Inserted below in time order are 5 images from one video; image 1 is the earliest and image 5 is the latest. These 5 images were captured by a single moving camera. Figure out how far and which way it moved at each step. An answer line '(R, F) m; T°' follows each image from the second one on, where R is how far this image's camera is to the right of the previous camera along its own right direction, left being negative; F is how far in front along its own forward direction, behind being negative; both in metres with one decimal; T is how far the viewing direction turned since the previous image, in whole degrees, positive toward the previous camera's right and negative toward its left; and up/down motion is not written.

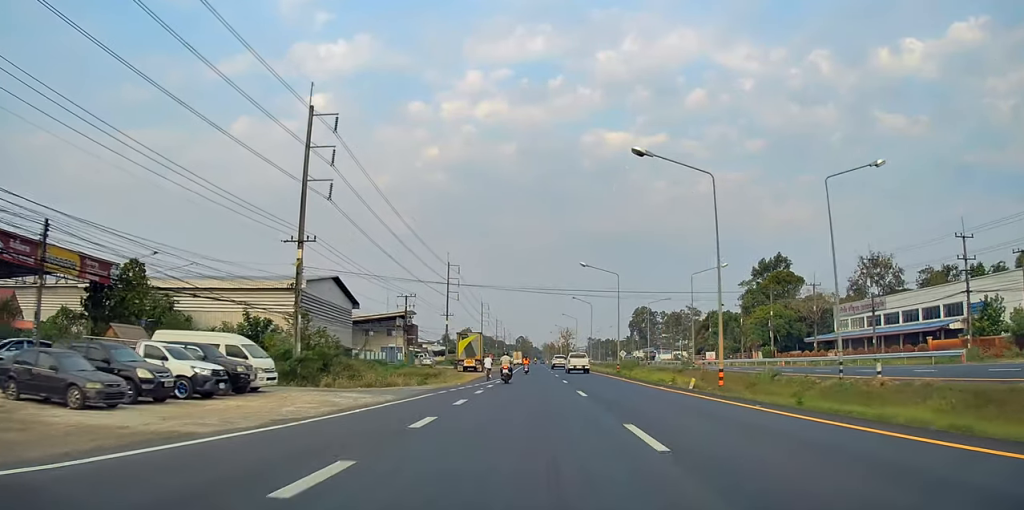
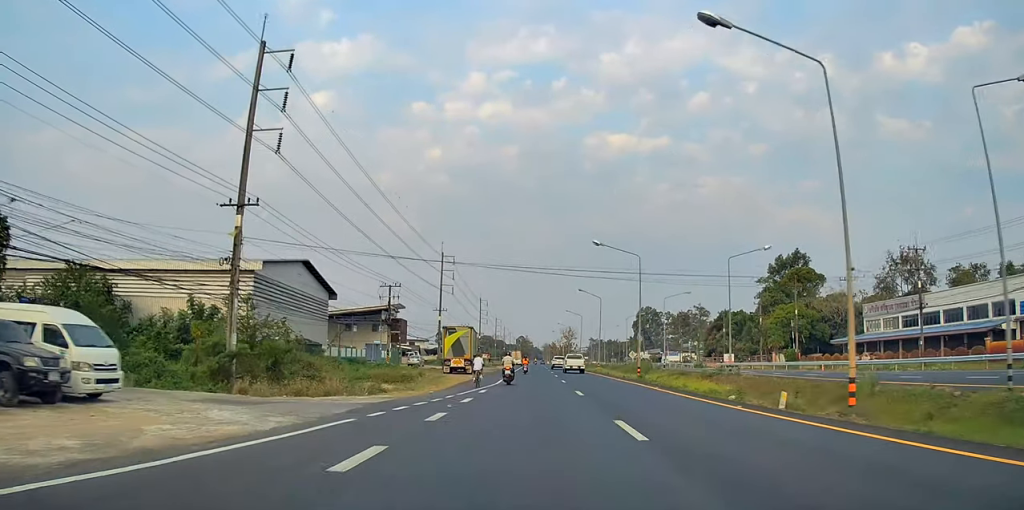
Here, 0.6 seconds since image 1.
(0.0, +10.3) m; 0°
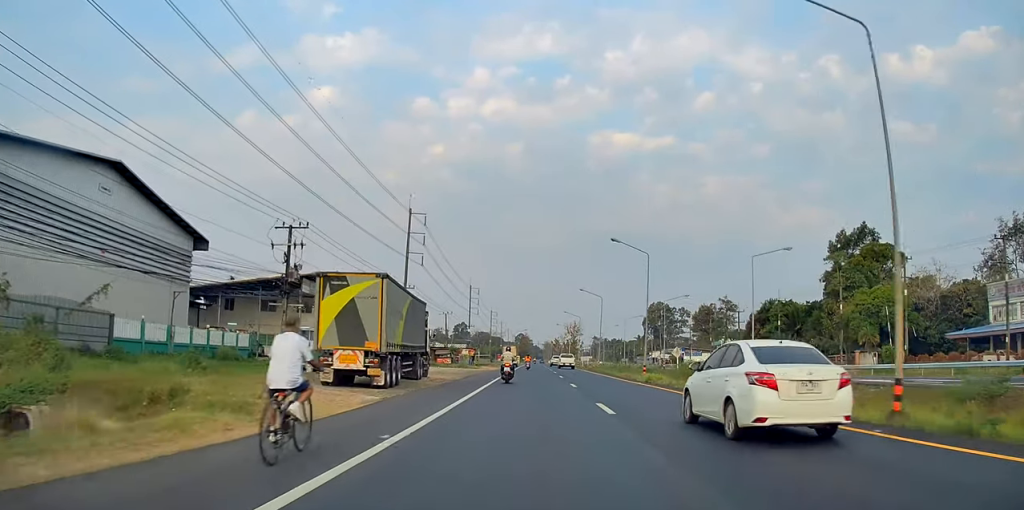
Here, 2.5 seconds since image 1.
(-0.2, +32.4) m; 0°
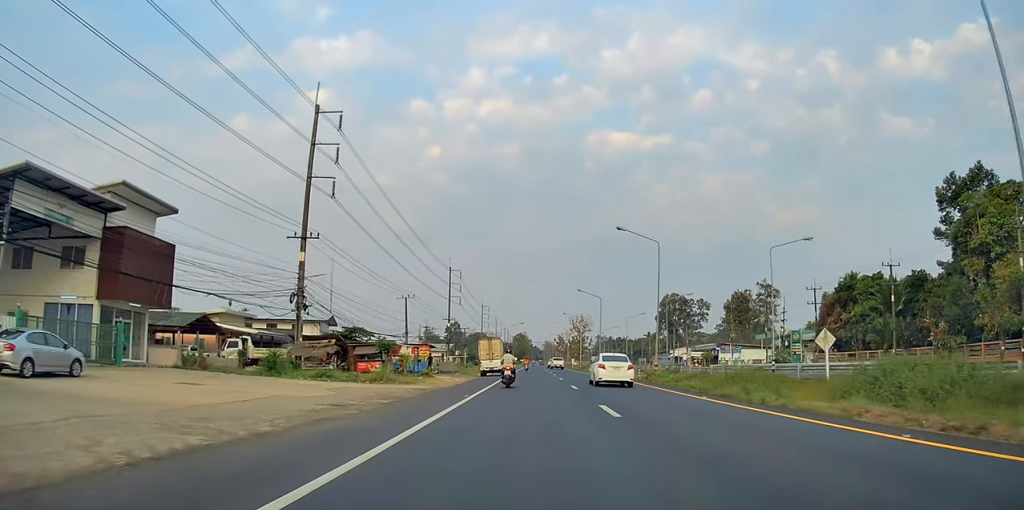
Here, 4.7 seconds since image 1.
(+0.1, +37.1) m; -1°
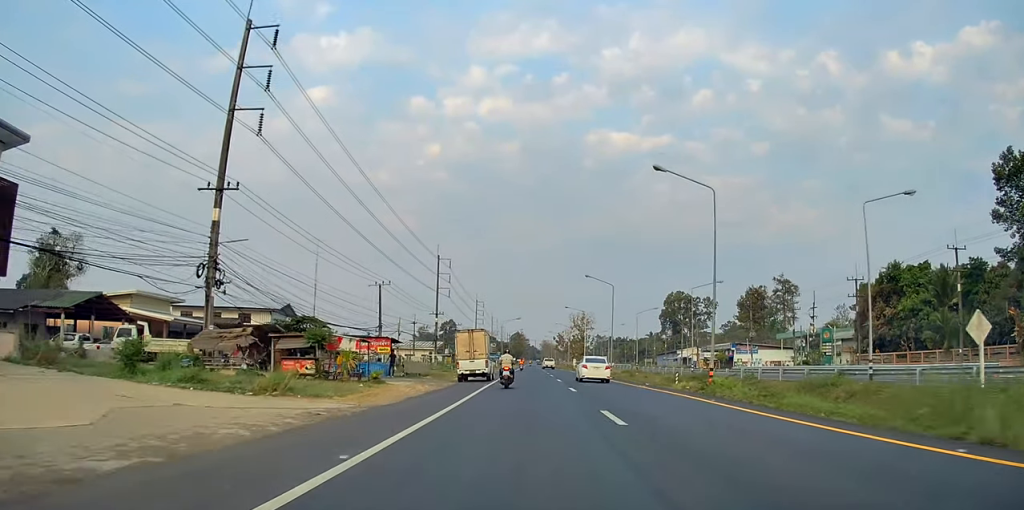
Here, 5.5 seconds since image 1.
(-0.2, +13.9) m; 0°
